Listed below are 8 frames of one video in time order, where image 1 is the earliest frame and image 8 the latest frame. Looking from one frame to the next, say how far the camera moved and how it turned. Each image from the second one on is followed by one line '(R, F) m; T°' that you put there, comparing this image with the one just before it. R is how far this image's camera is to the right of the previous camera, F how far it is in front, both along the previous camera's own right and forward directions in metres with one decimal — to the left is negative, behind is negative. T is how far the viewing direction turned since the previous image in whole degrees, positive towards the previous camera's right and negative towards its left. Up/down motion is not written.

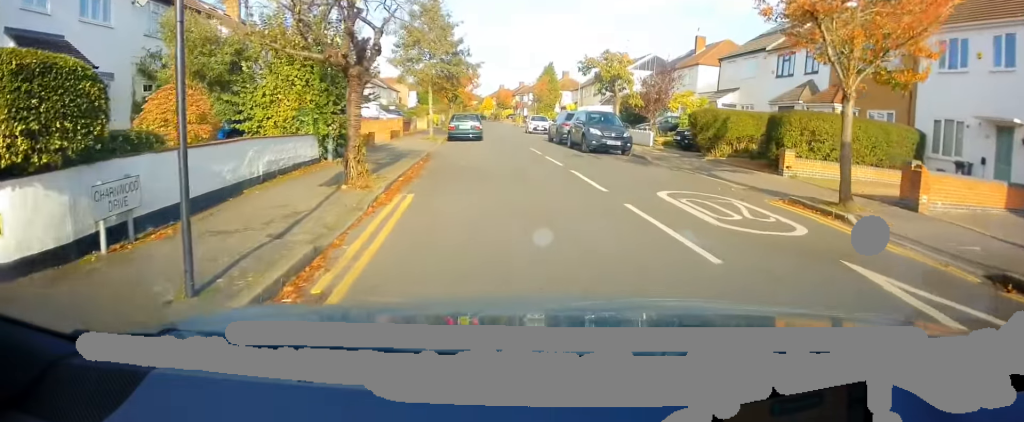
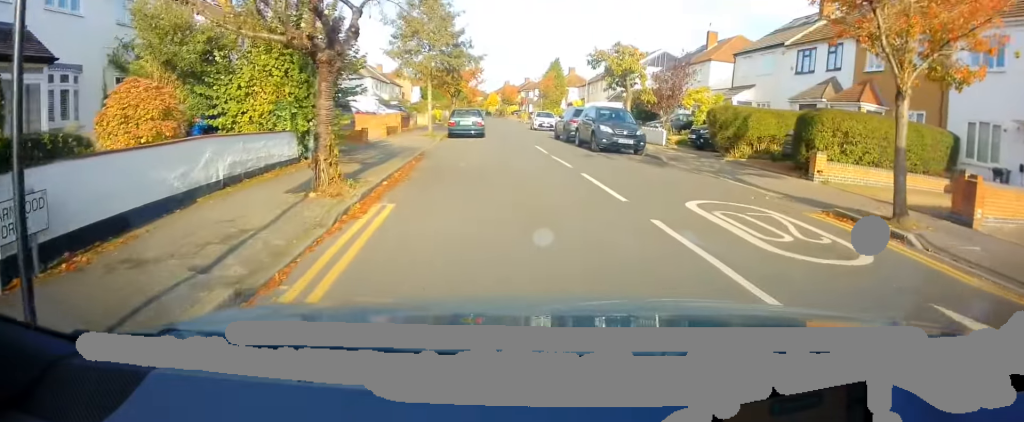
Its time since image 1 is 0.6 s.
(-0.1, +1.6) m; +1°
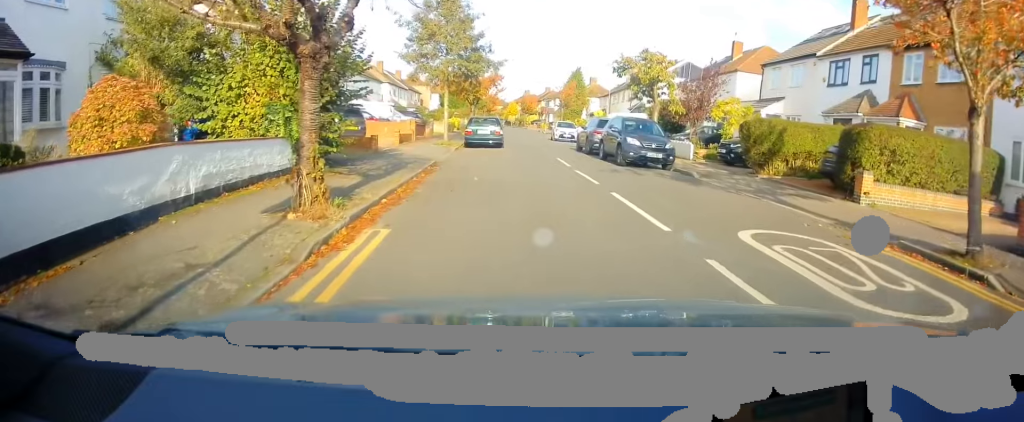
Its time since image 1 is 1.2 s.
(0.0, +1.6) m; -1°
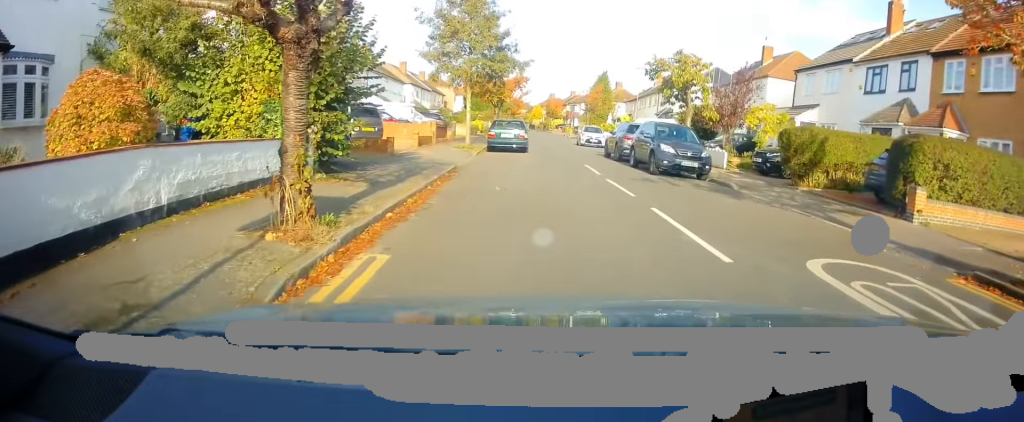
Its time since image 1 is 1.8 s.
(+0.2, +1.4) m; -5°
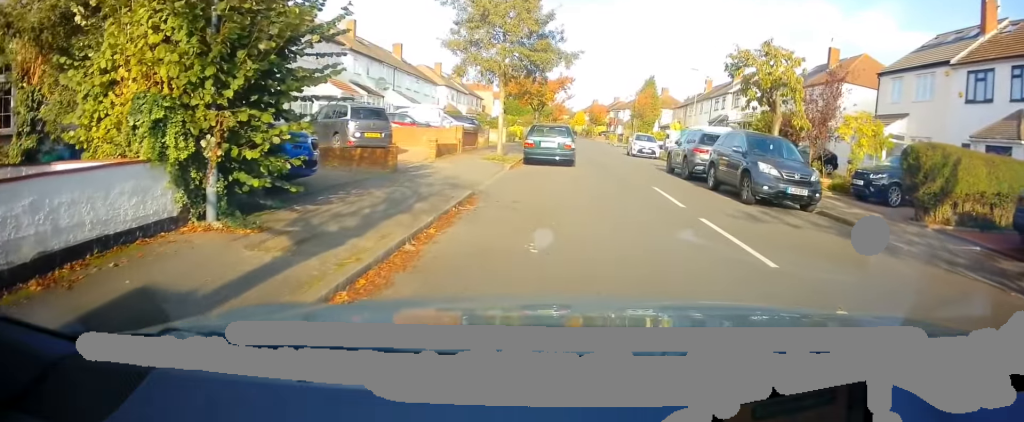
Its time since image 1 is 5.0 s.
(0.0, +5.1) m; +9°
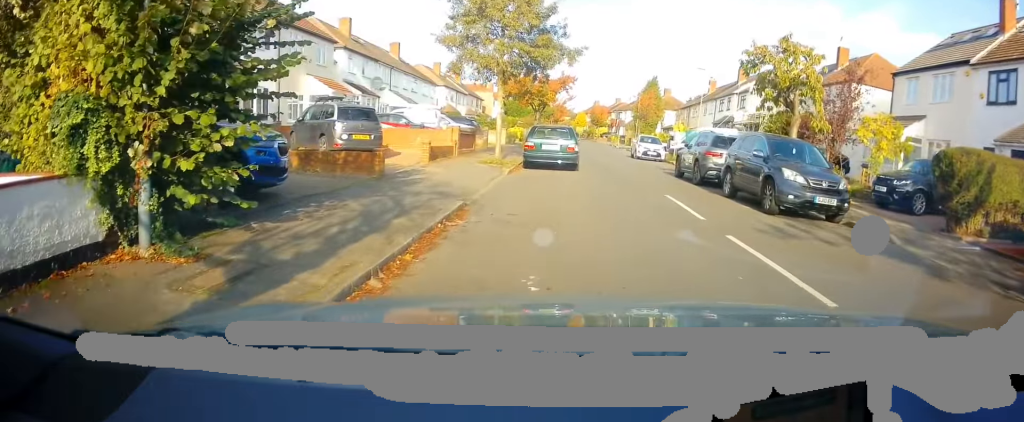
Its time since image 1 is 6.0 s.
(-0.7, +1.0) m; 0°
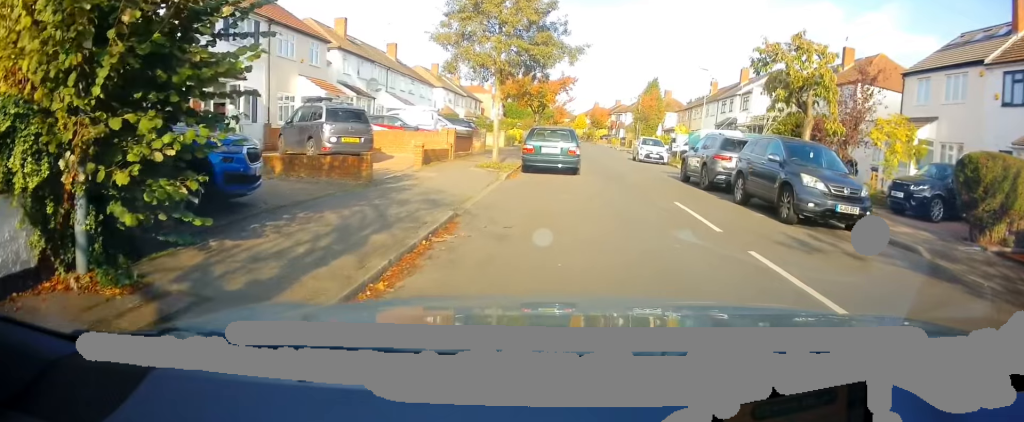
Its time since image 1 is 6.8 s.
(-0.1, +0.9) m; 0°
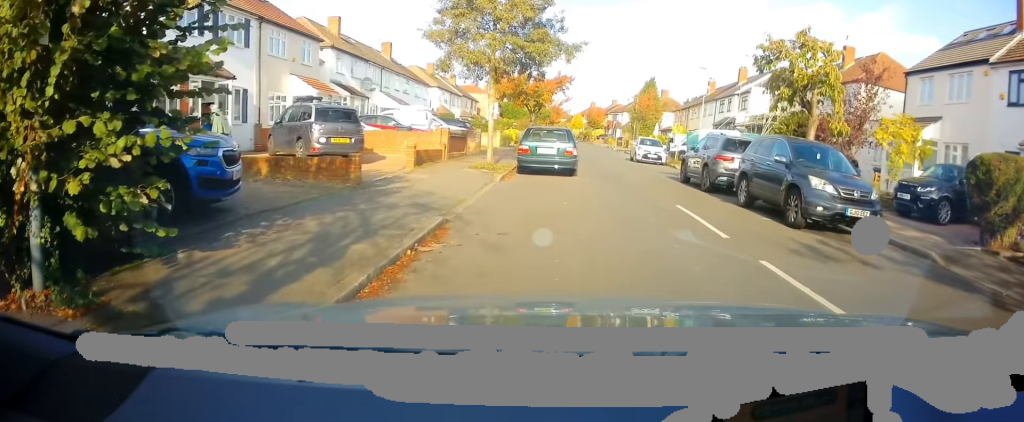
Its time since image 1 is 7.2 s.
(-0.1, +0.5) m; 0°
